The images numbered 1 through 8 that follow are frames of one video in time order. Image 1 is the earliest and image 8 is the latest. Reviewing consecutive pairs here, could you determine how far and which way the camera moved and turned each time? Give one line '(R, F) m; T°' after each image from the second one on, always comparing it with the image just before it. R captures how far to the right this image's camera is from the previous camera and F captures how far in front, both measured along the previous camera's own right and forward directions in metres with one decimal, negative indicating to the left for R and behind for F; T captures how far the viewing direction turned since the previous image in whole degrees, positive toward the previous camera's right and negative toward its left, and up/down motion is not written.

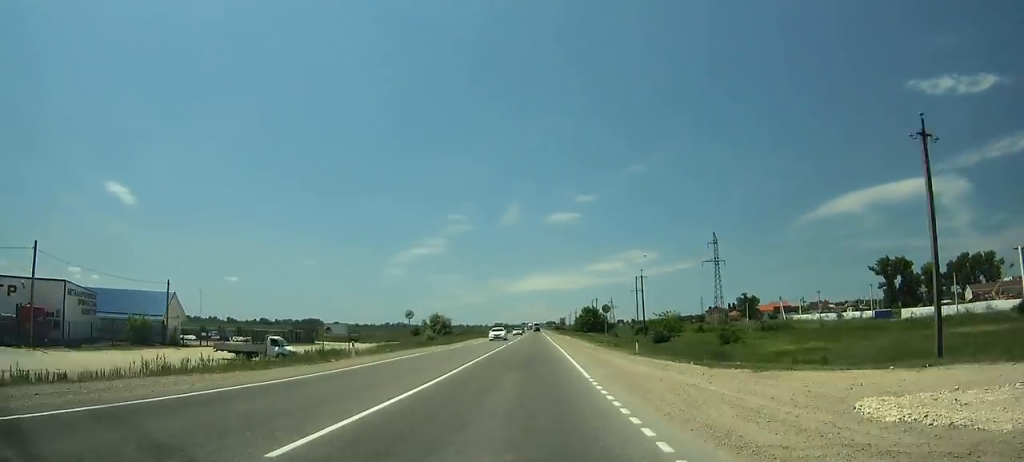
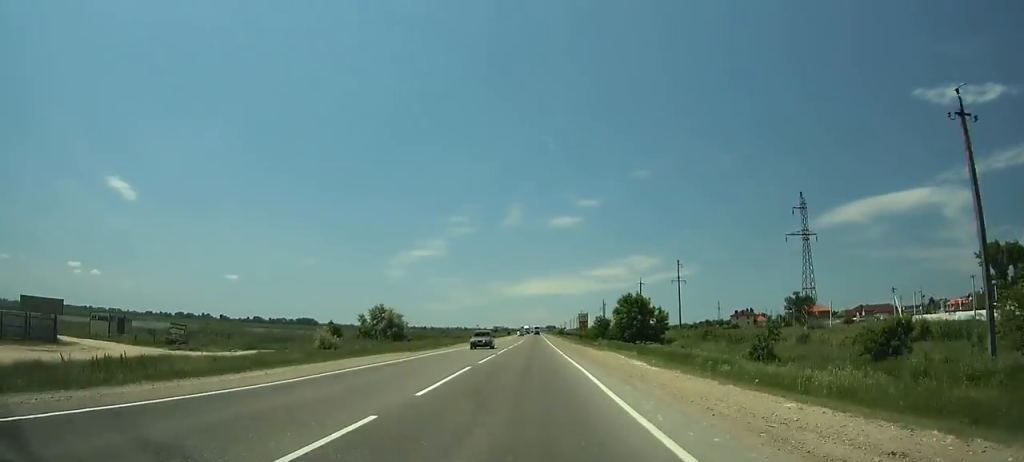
(-0.1, +59.9) m; 0°
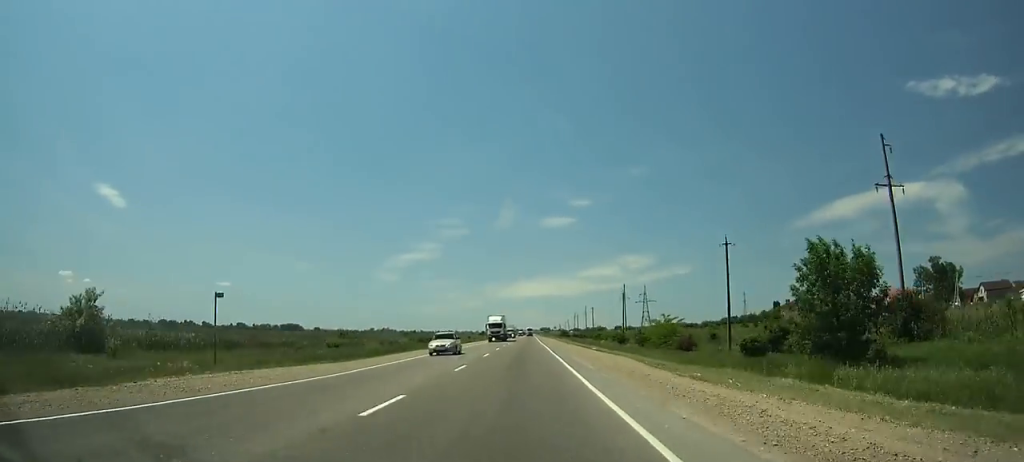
(+0.1, +92.3) m; 0°
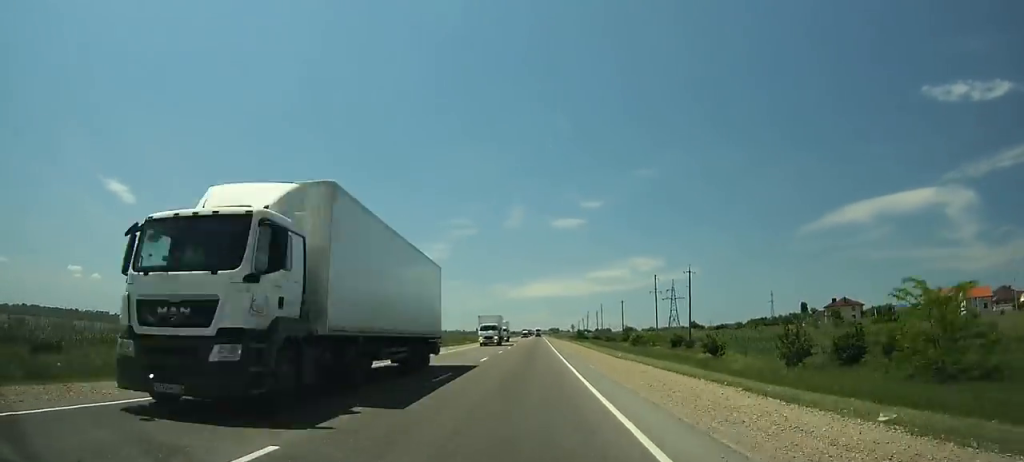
(0.0, +41.0) m; 0°
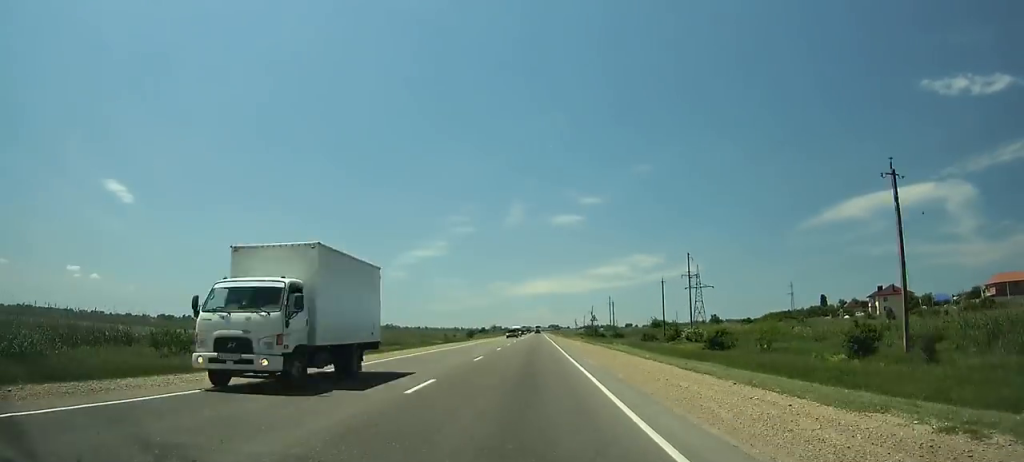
(-0.1, +39.7) m; 0°
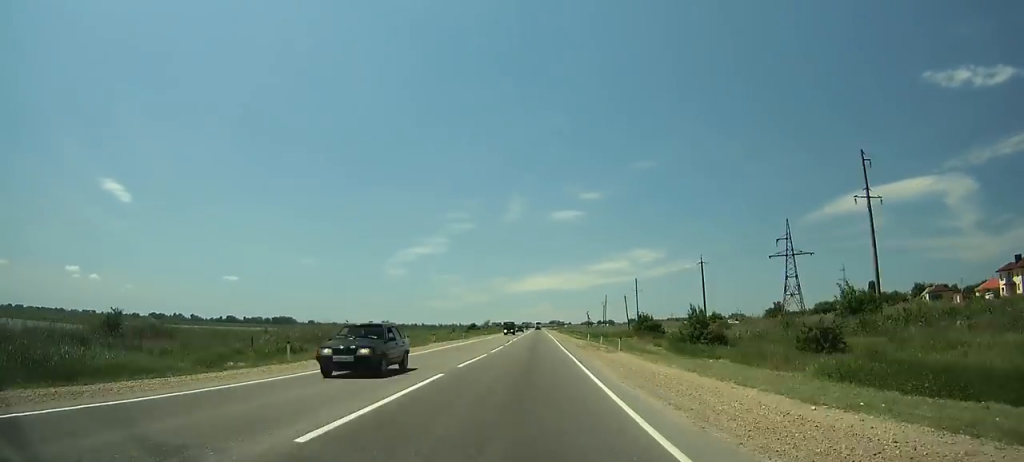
(-0.3, +77.3) m; 0°
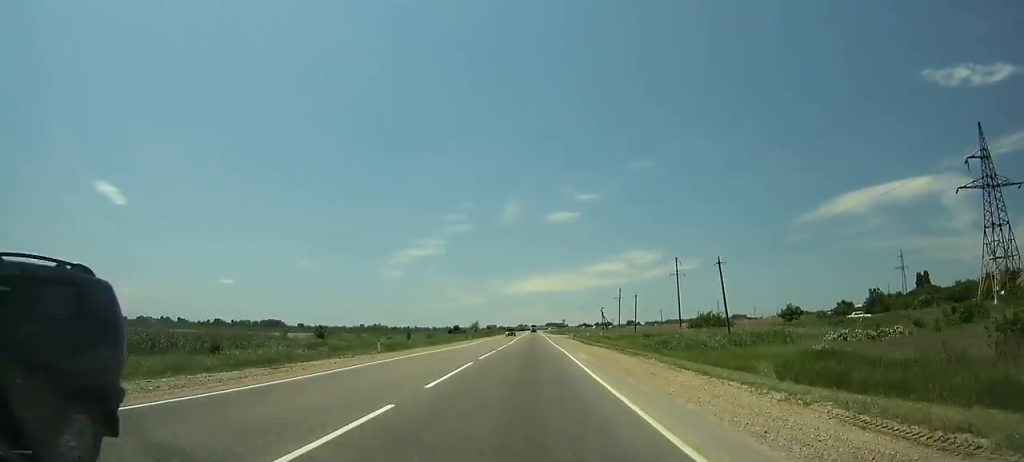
(0.0, +65.6) m; 0°
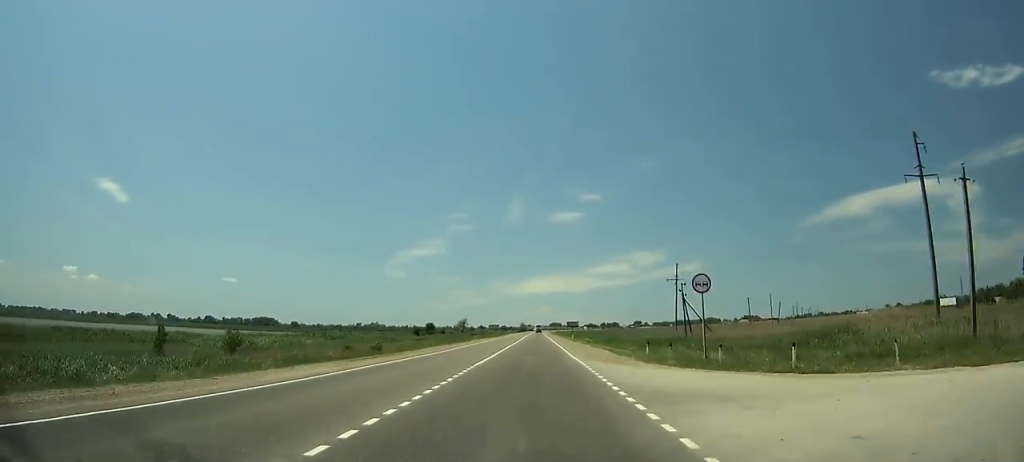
(-0.4, +93.8) m; 0°
